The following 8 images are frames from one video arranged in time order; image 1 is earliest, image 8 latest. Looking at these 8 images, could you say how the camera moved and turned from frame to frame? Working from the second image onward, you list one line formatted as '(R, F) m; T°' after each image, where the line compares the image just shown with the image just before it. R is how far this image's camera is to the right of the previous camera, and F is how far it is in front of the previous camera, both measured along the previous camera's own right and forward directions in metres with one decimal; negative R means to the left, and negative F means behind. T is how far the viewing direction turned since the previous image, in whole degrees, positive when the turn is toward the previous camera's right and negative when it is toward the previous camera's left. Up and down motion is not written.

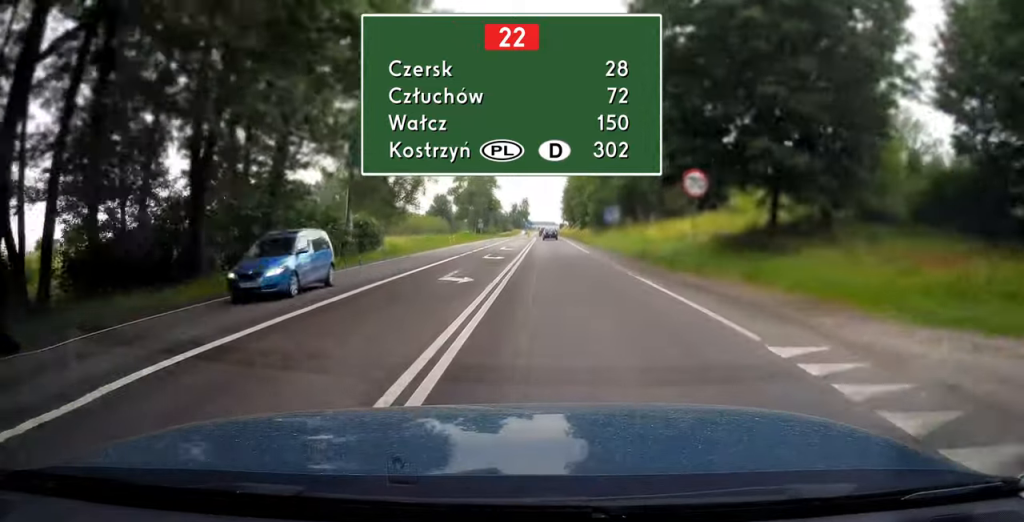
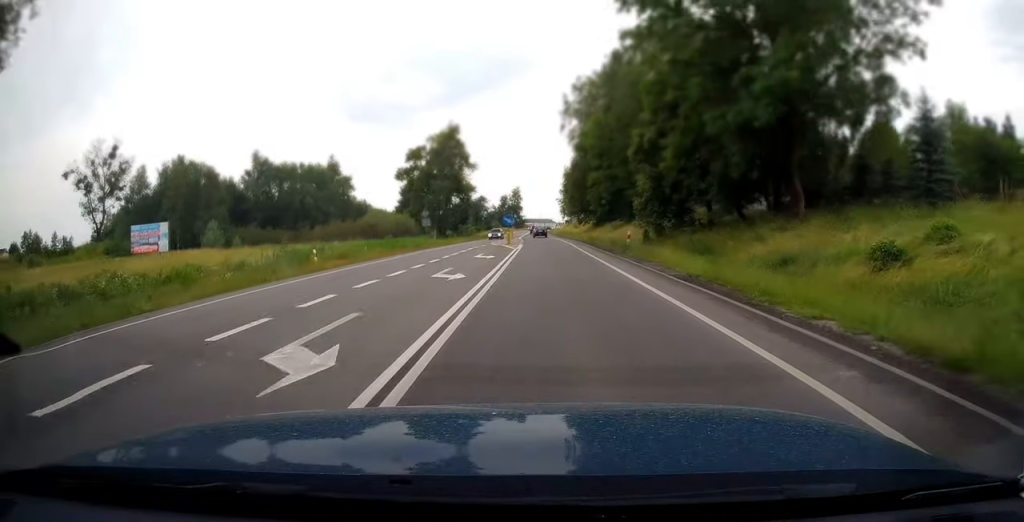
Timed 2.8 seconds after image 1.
(-0.1, +45.5) m; 0°
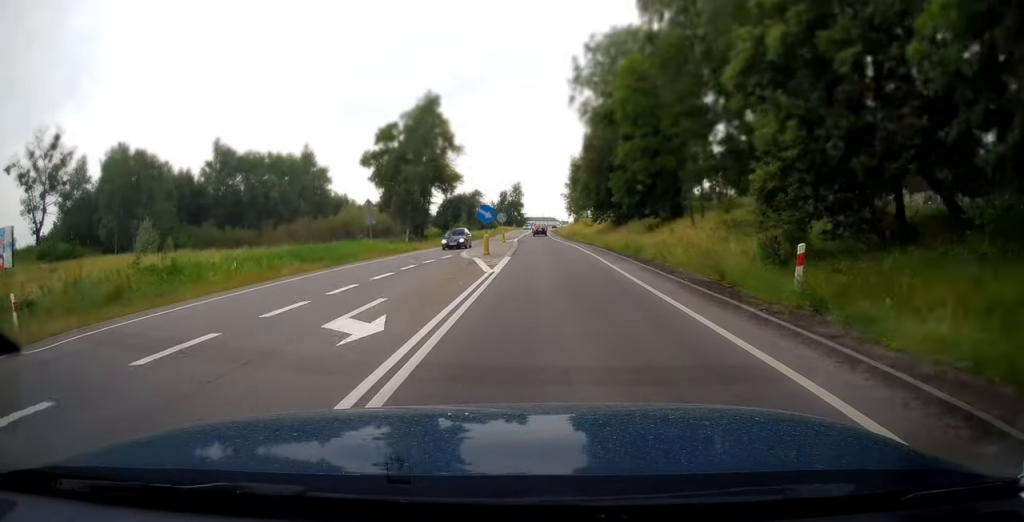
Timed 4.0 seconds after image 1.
(0.0, +20.1) m; 0°
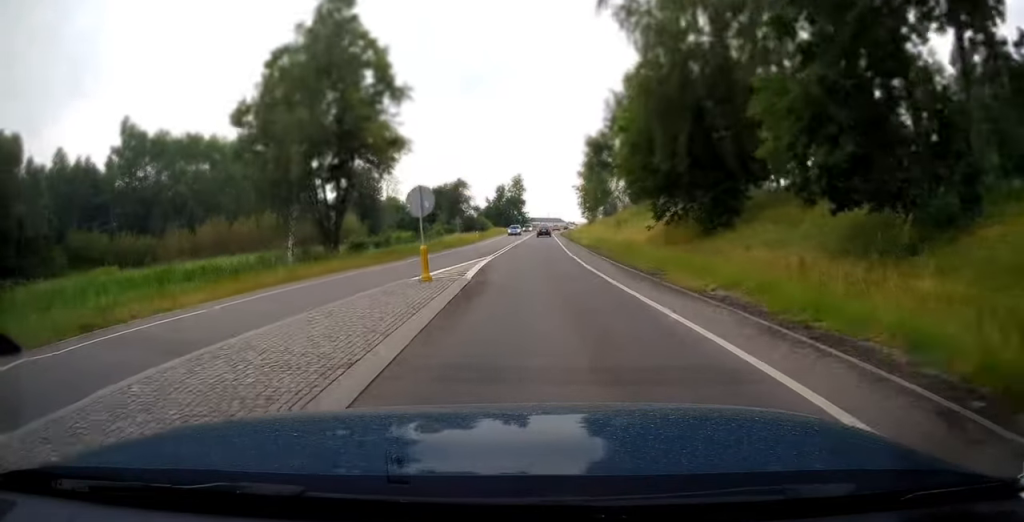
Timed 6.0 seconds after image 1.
(-0.1, +34.1) m; 0°
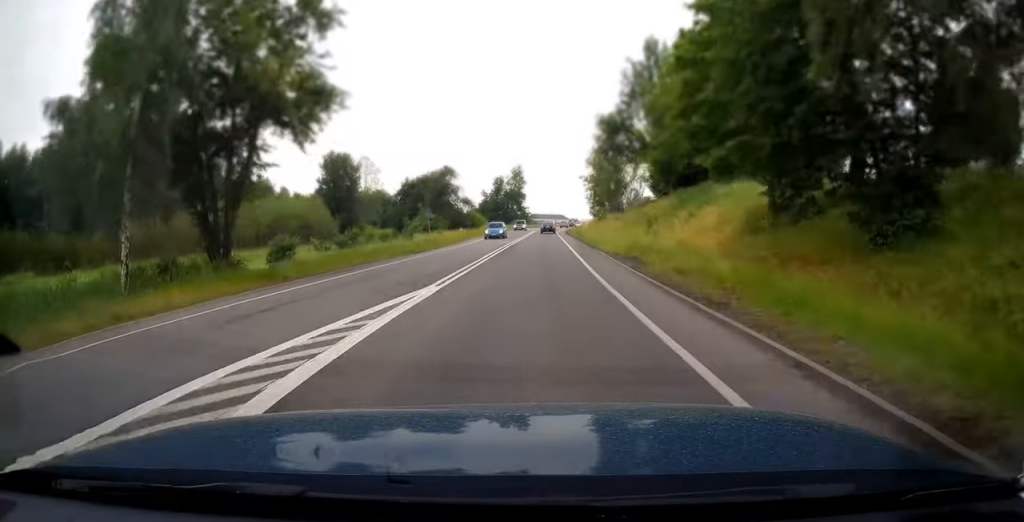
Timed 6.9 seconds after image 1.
(0.0, +16.0) m; 0°
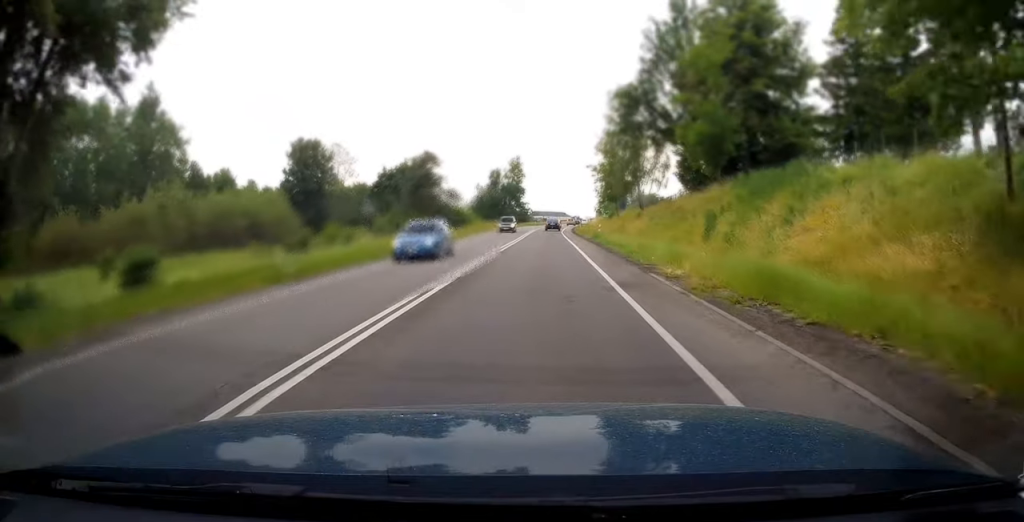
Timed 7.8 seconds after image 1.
(0.0, +14.8) m; 0°
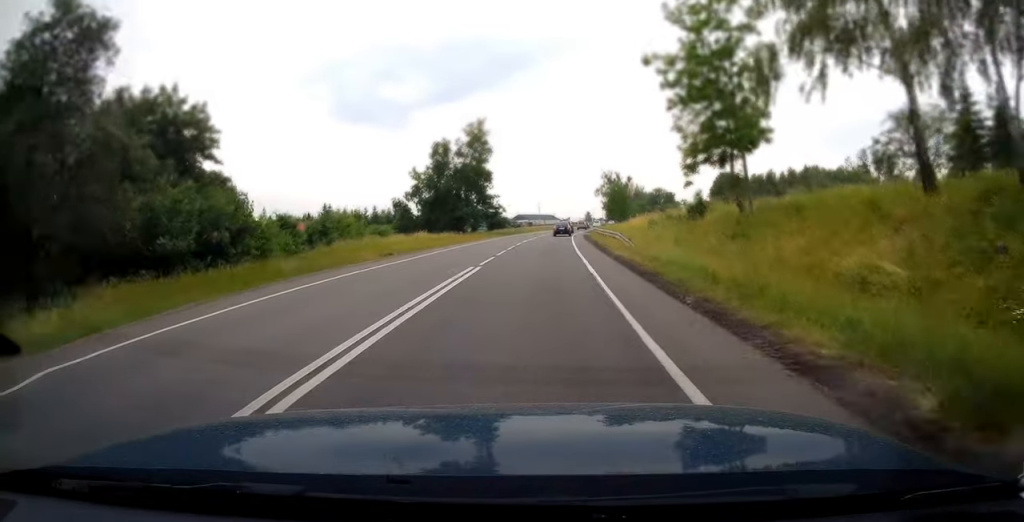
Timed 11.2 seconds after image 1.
(0.0, +56.8) m; +1°
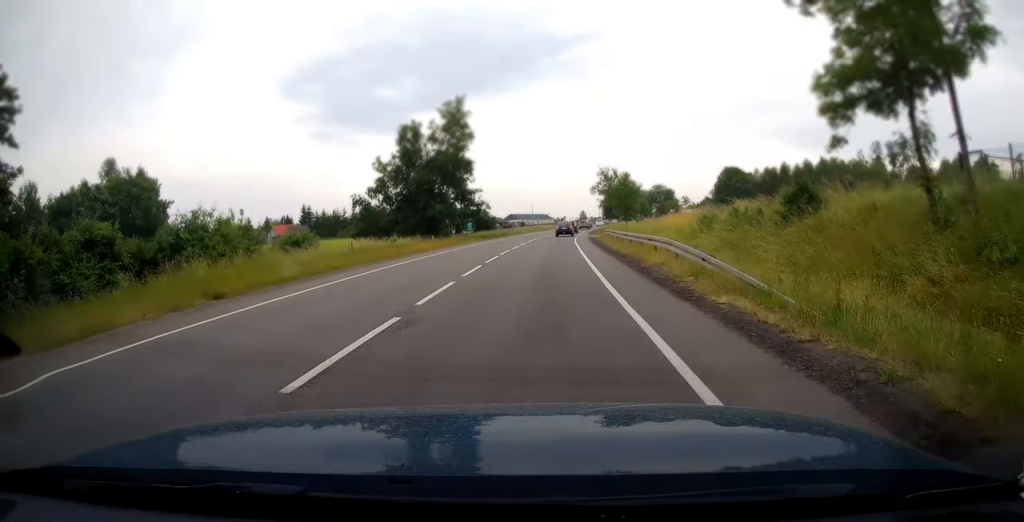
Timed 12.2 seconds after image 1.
(+0.1, +15.5) m; +1°
